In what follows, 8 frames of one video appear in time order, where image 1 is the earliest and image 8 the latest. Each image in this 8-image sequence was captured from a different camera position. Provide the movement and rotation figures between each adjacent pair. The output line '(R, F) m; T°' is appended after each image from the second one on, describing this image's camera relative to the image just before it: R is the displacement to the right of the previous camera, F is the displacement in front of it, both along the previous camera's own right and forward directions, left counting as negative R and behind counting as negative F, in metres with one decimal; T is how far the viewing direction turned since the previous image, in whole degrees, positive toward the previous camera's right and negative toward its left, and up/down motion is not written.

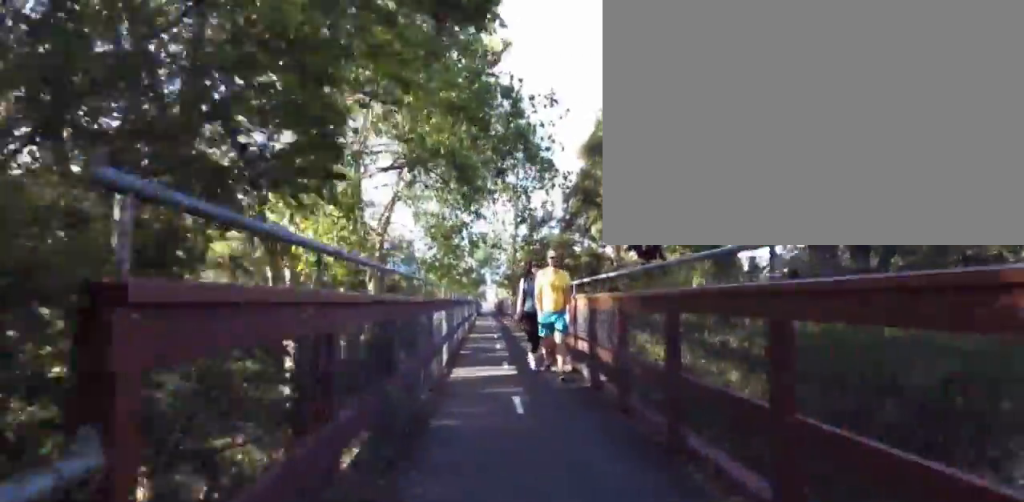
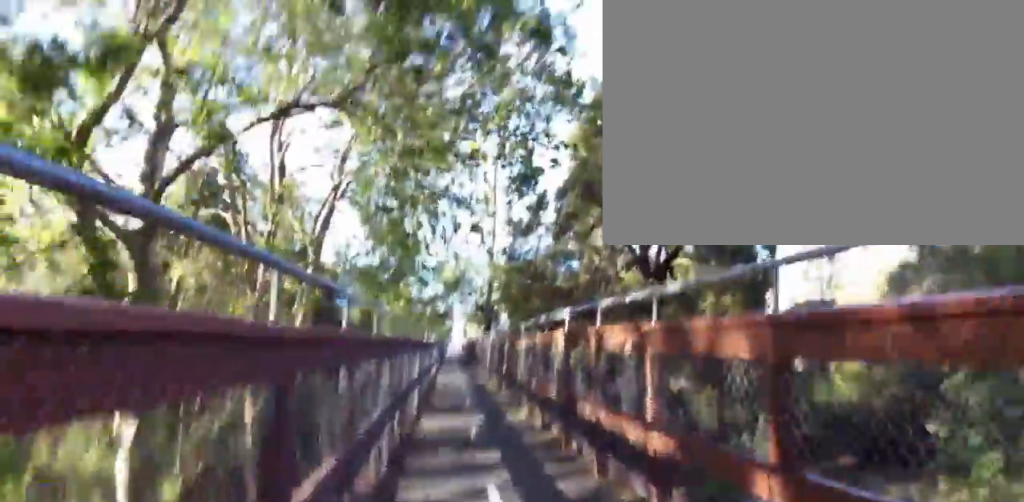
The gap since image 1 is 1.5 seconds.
(-0.2, +9.0) m; +2°
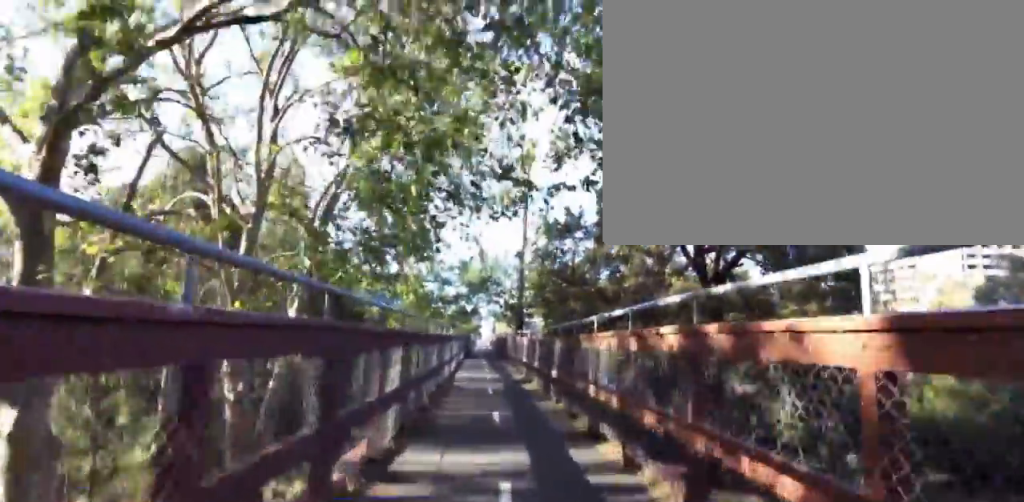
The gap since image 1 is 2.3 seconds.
(+0.1, +4.8) m; +1°
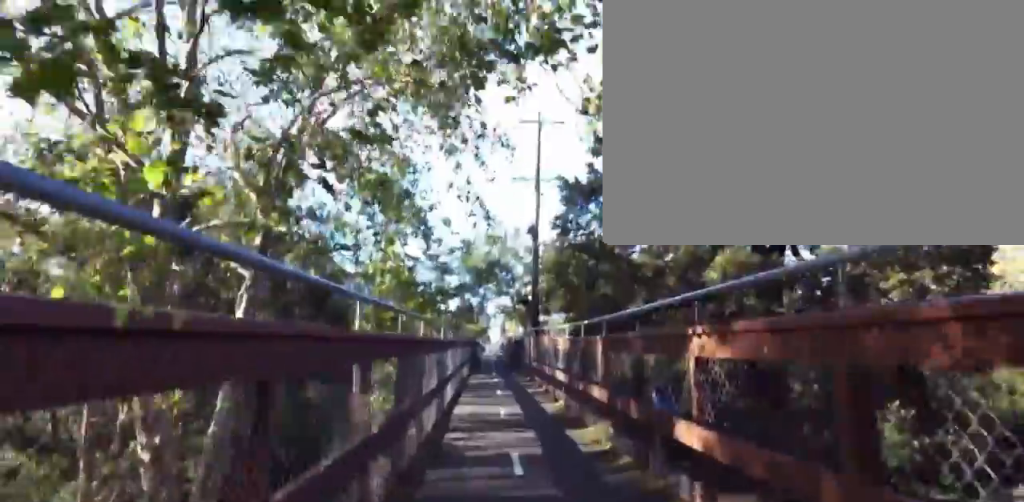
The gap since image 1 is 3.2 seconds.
(0.0, +5.3) m; 0°
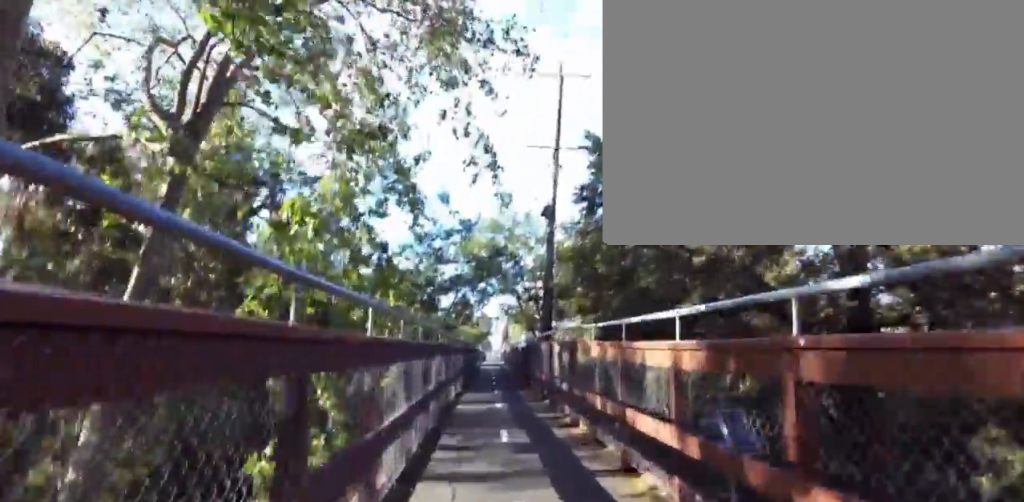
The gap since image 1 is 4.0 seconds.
(0.0, +5.4) m; 0°
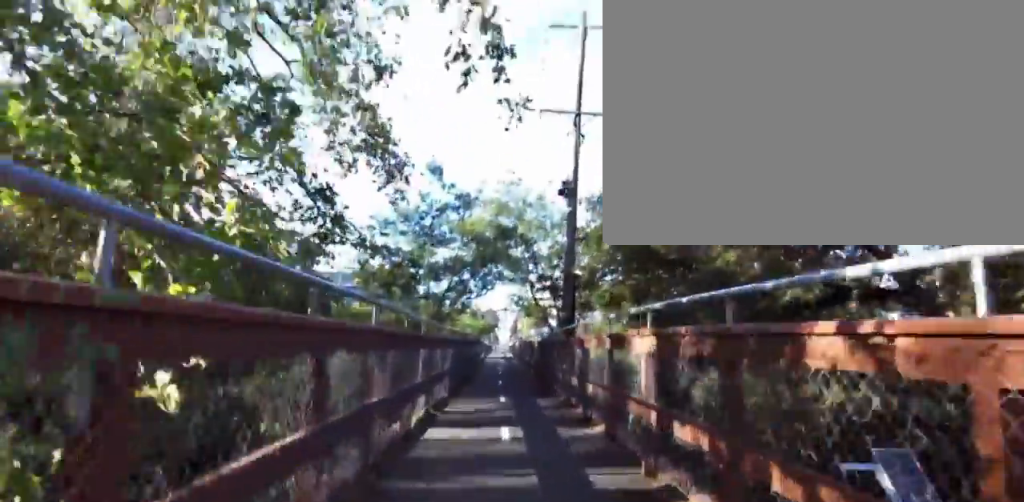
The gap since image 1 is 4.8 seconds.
(0.0, +5.4) m; 0°
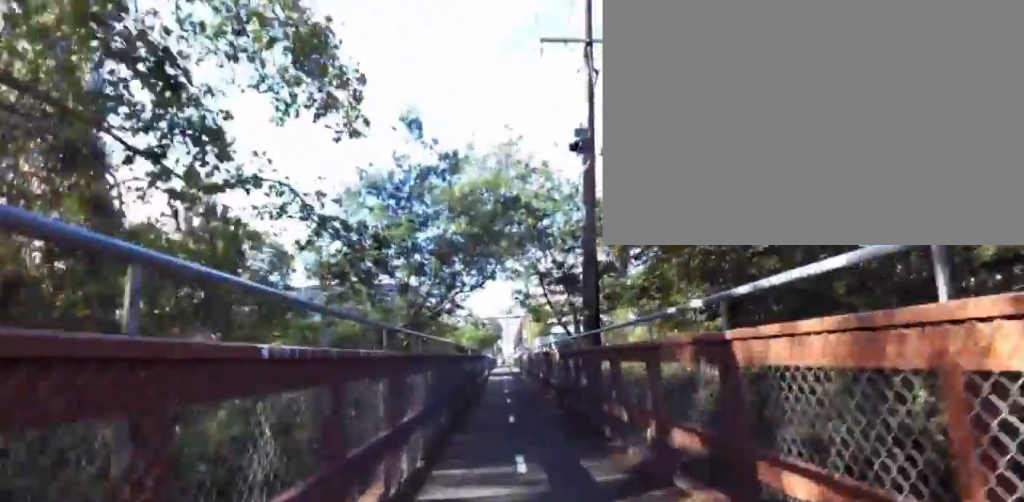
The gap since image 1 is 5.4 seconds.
(0.0, +4.3) m; -2°
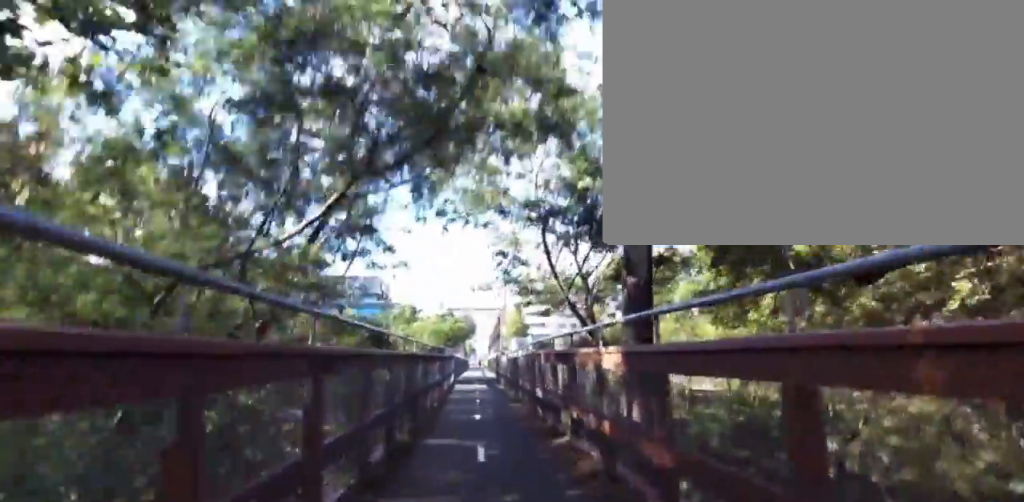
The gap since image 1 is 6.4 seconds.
(-0.3, +6.7) m; +2°
